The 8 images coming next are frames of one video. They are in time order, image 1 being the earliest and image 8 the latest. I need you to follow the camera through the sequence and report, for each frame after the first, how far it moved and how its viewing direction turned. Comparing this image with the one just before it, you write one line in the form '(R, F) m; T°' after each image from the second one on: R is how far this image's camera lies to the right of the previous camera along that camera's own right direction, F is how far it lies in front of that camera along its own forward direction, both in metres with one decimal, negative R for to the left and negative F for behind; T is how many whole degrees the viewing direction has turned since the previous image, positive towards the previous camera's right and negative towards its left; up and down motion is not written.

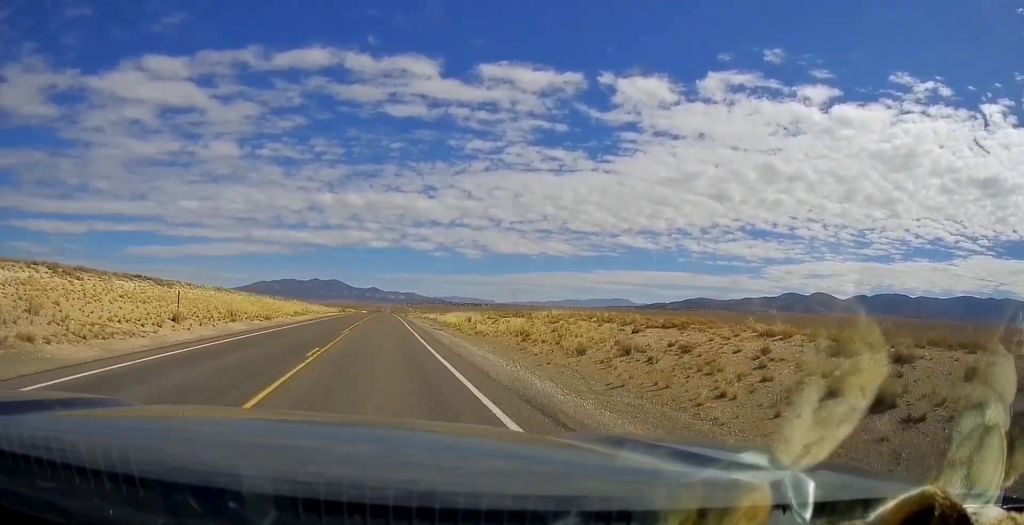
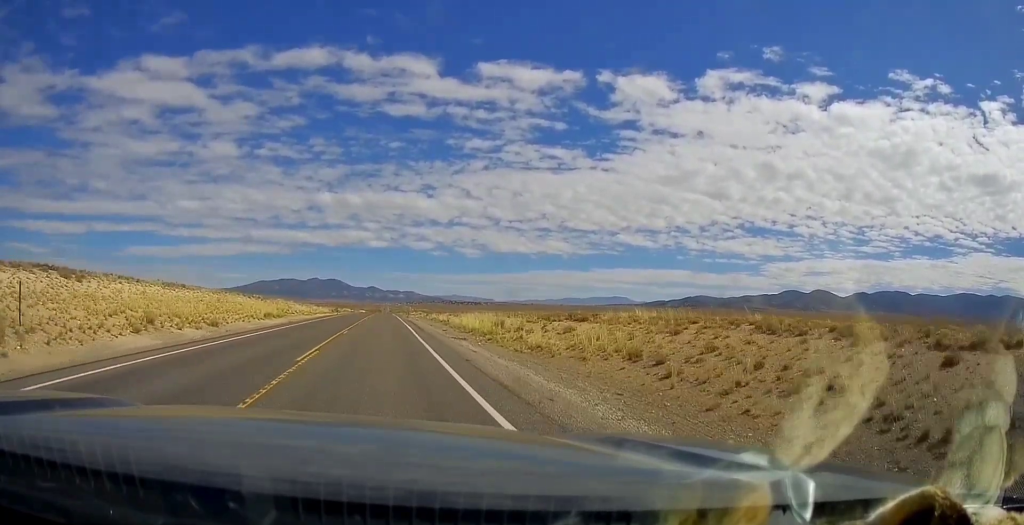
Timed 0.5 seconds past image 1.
(+0.4, +16.5) m; 0°
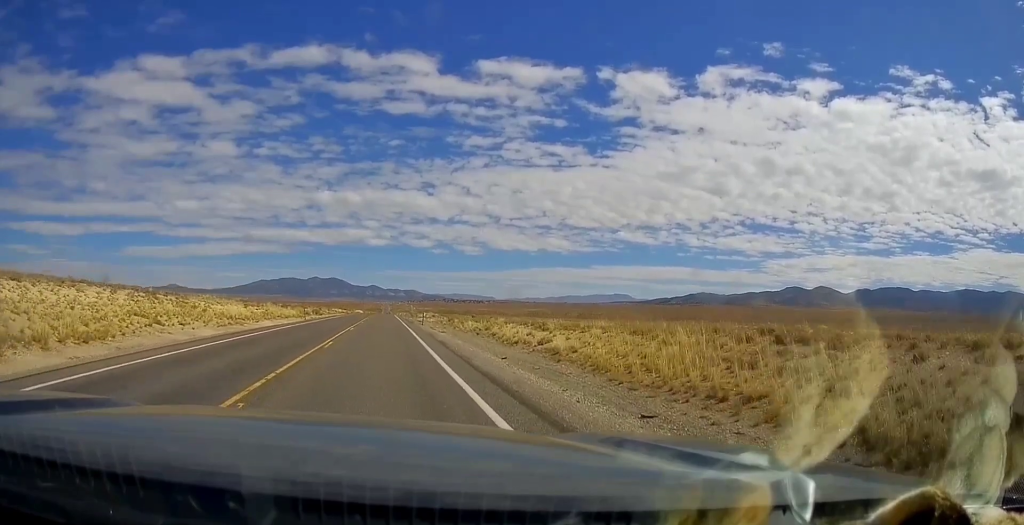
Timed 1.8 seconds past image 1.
(-0.4, +39.3) m; +1°
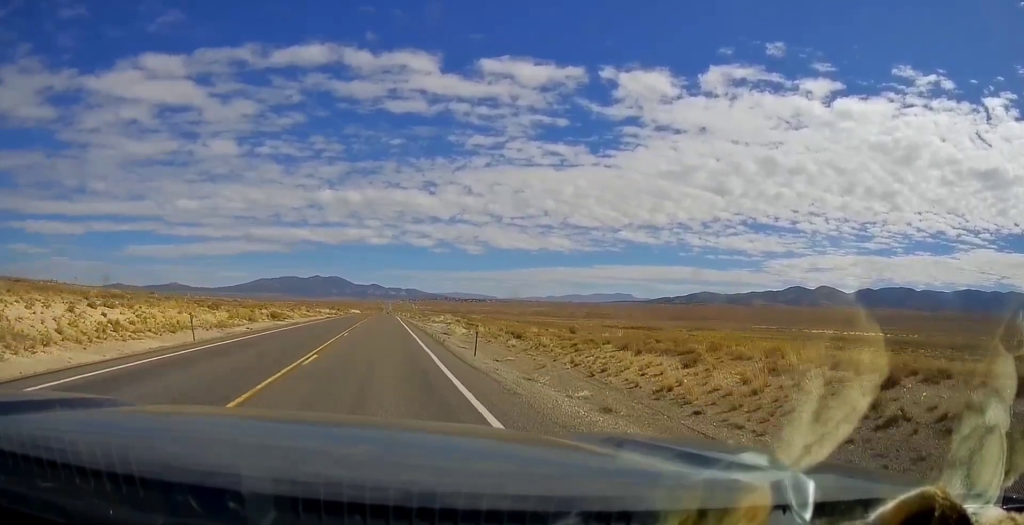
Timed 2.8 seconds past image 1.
(+0.7, +34.1) m; +1°
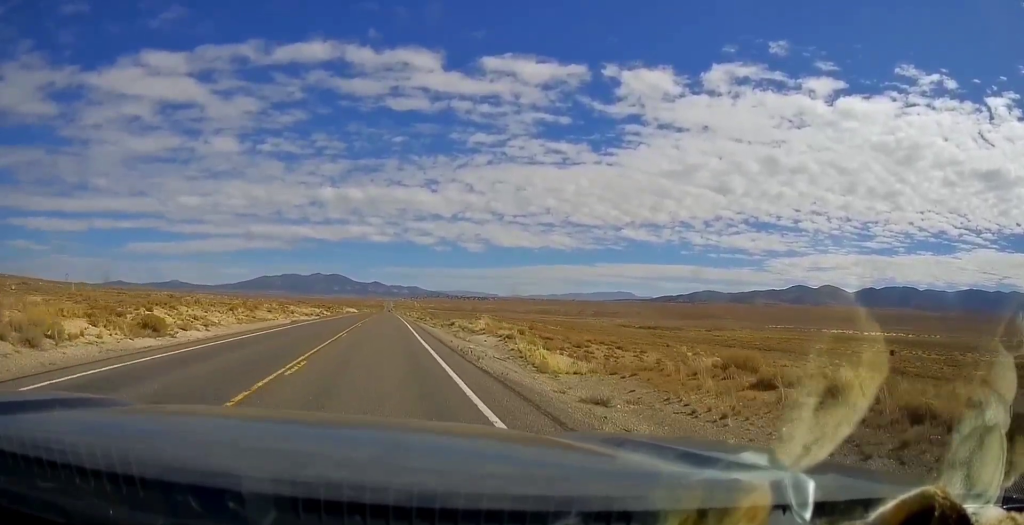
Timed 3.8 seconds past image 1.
(-0.4, +31.3) m; -1°
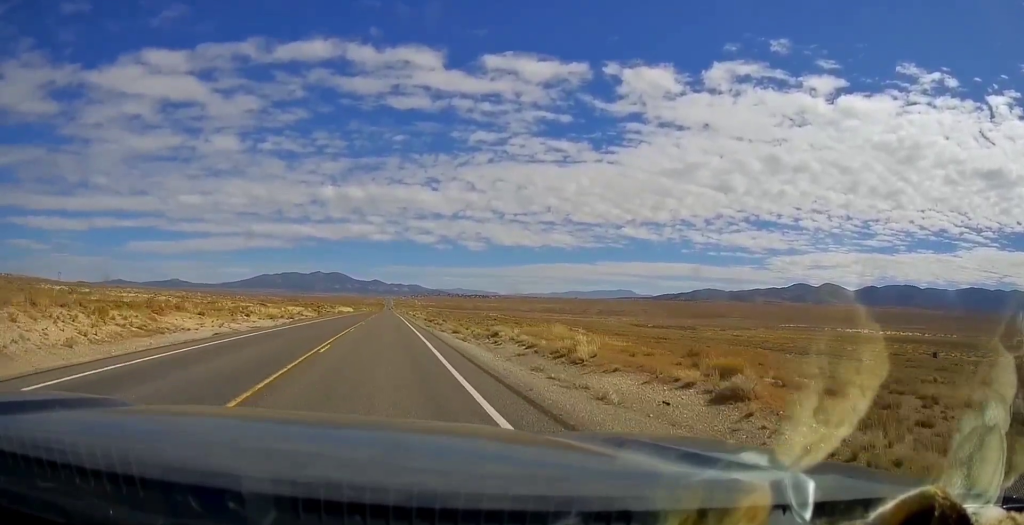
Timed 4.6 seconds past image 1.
(+0.2, +24.4) m; -1°
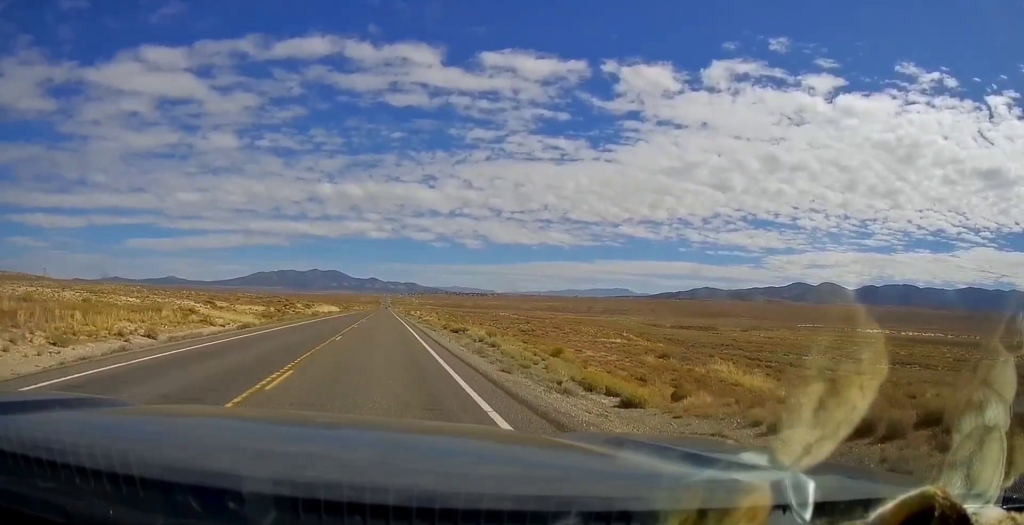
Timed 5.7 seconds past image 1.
(-0.5, +36.7) m; +1°
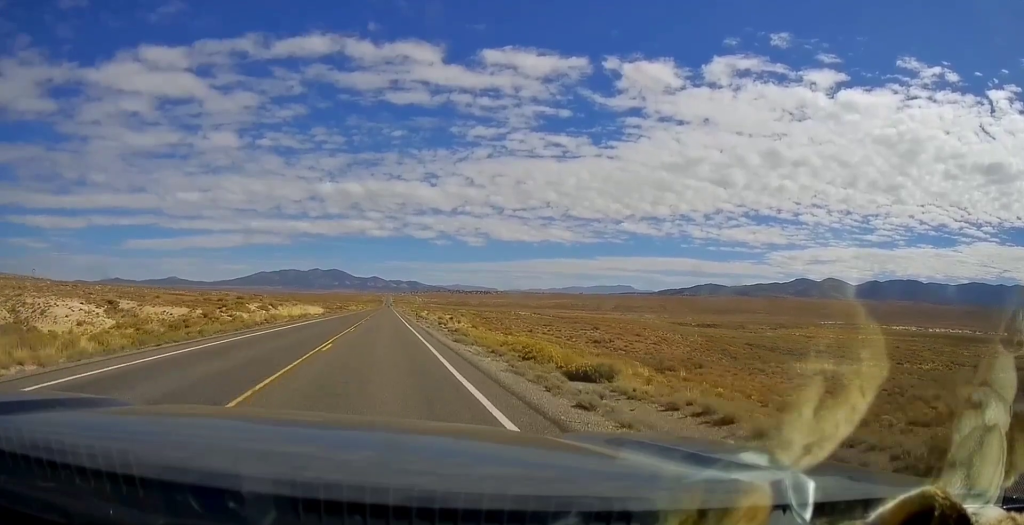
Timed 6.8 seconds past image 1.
(+0.7, +35.0) m; +1°
